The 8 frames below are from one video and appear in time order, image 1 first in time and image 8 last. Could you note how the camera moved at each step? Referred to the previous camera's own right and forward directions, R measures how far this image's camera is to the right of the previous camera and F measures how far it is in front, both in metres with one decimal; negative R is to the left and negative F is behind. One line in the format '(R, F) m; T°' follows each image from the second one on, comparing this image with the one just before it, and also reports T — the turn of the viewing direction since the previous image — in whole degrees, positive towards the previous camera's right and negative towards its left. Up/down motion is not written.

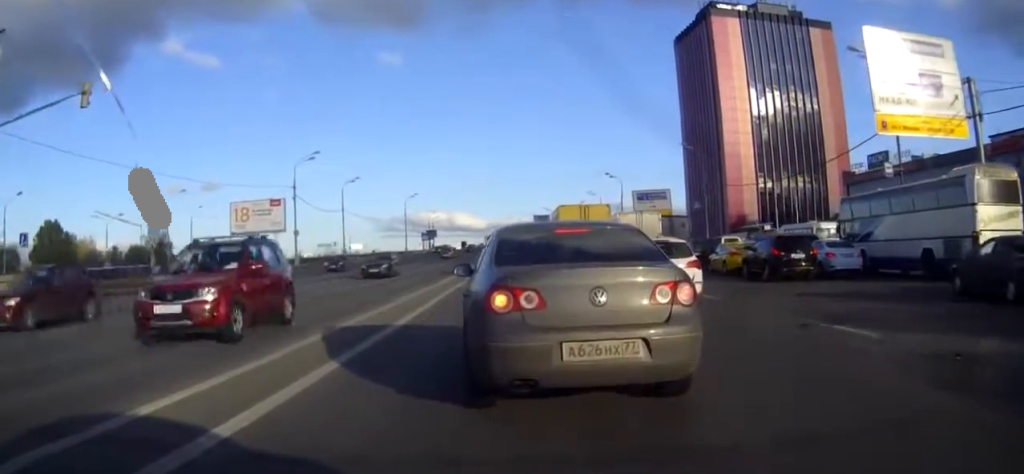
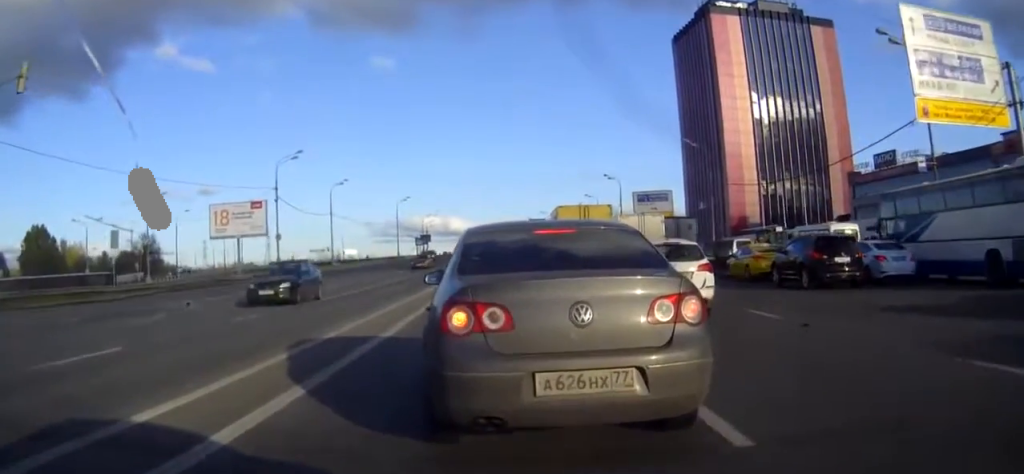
(+0.1, +4.8) m; +1°
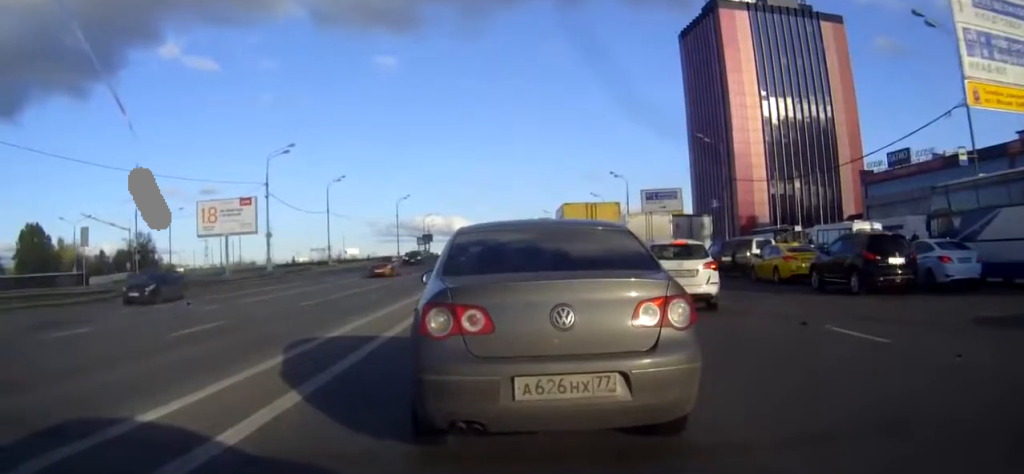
(0.0, +4.3) m; 0°
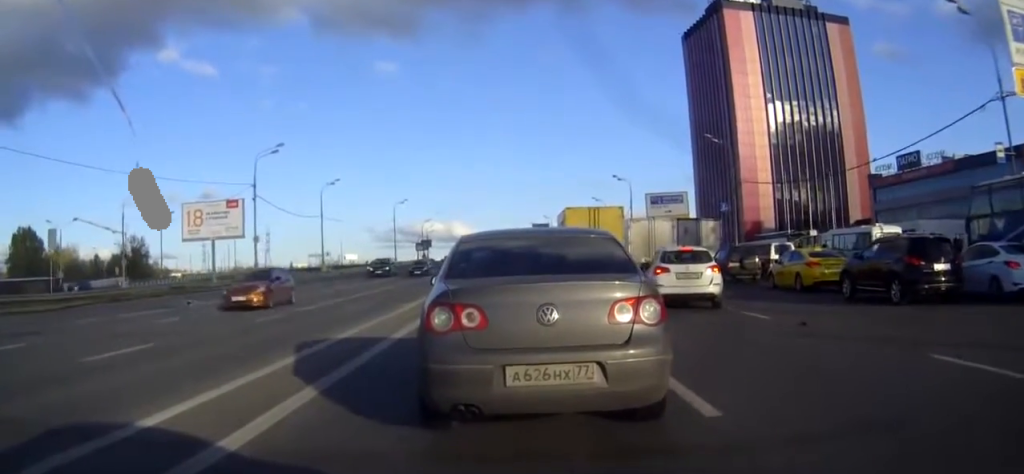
(-0.1, +3.0) m; -2°
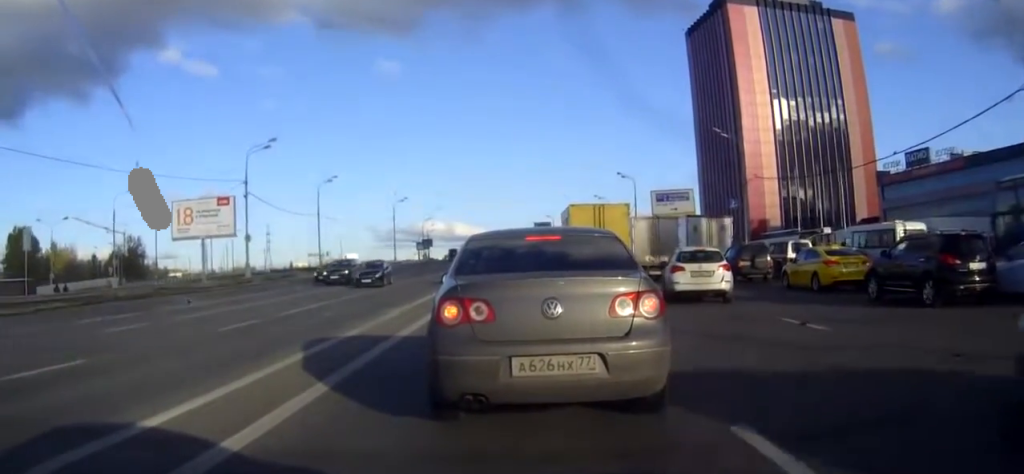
(0.0, +1.8) m; -1°
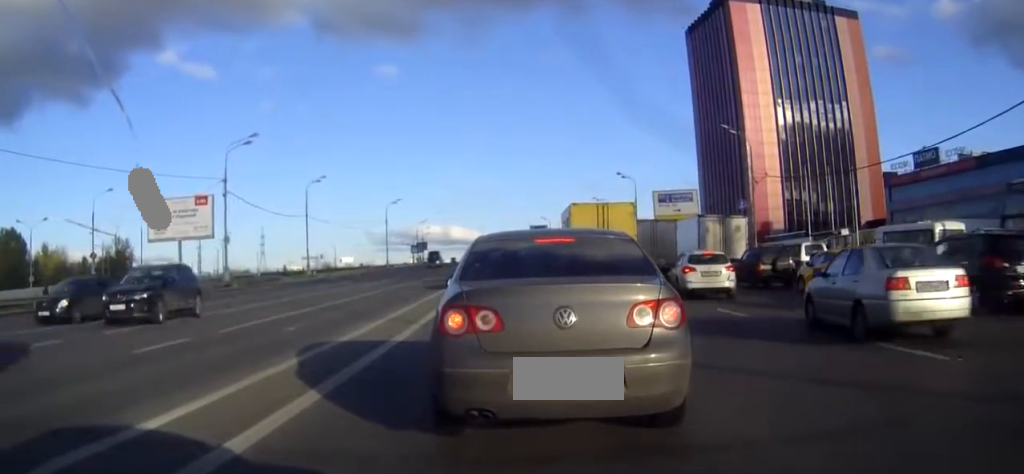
(0.0, +3.0) m; -1°
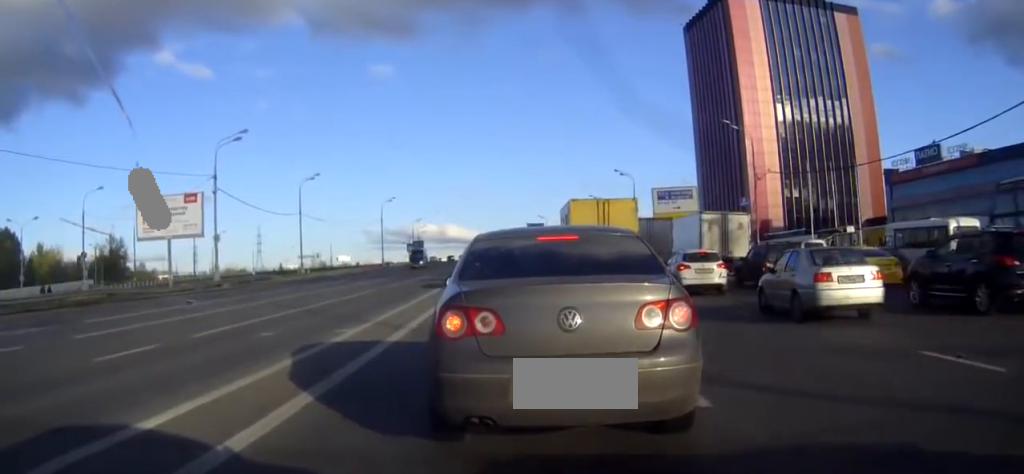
(0.0, +1.2) m; 0°
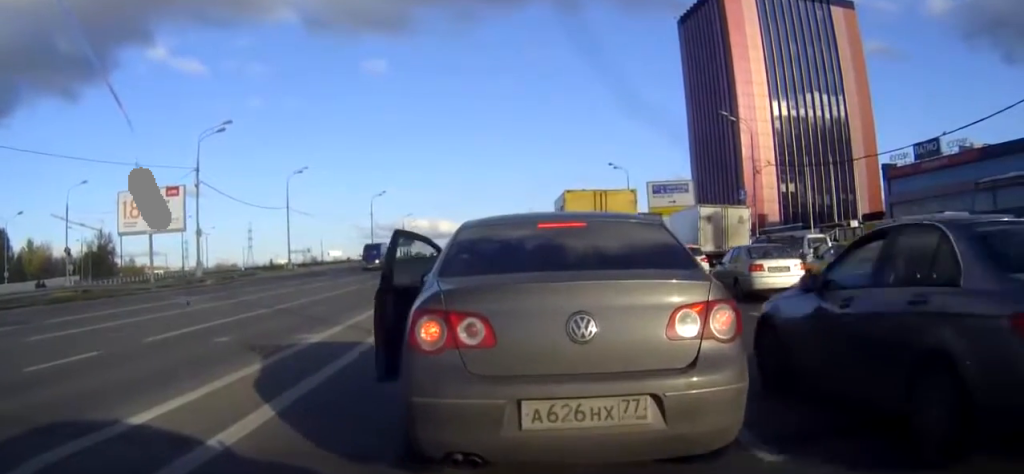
(-0.2, +1.0) m; 0°
